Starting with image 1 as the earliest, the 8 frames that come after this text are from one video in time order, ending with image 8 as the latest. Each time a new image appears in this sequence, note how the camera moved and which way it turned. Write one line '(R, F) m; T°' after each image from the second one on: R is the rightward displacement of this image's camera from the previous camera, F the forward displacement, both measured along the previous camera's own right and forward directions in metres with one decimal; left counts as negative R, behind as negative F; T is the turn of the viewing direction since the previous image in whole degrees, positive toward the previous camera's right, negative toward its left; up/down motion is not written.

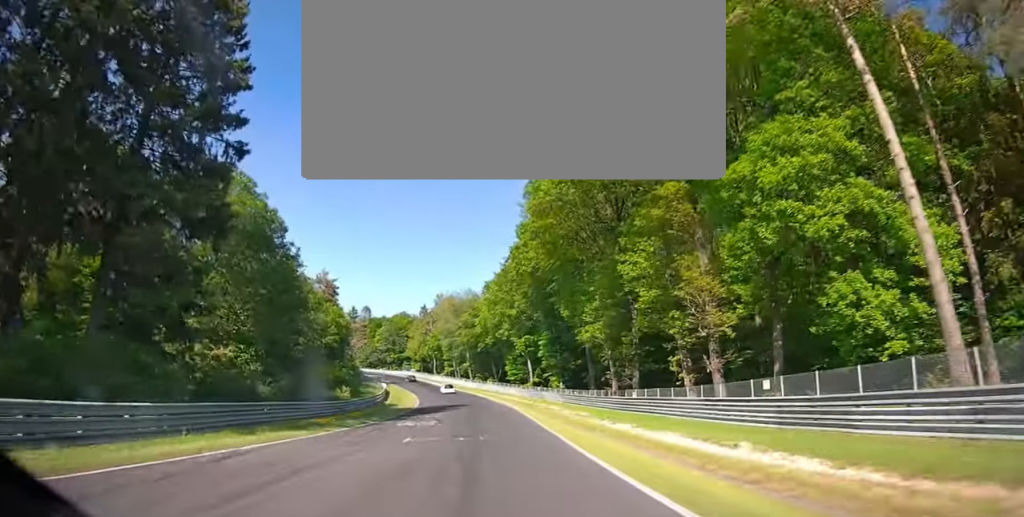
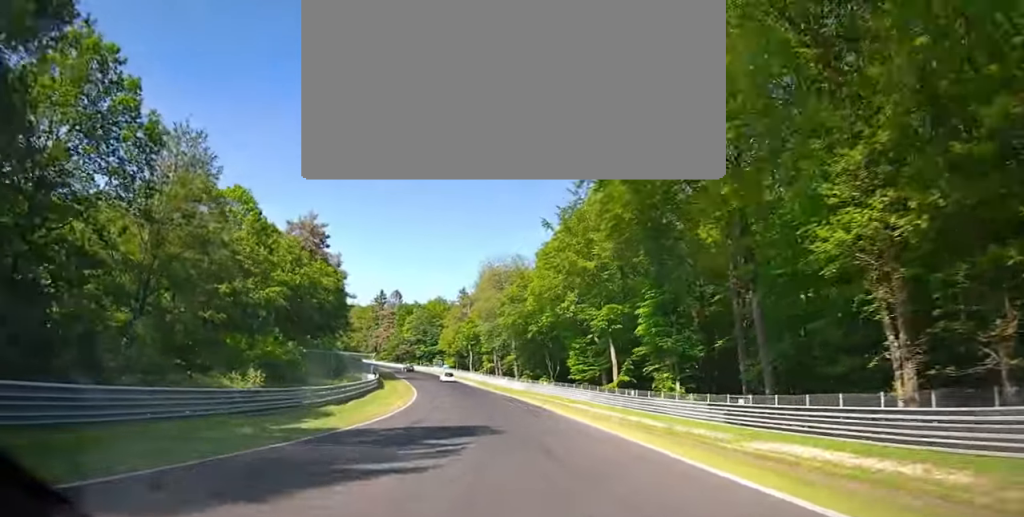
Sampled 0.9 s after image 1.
(-1.3, +31.8) m; -5°
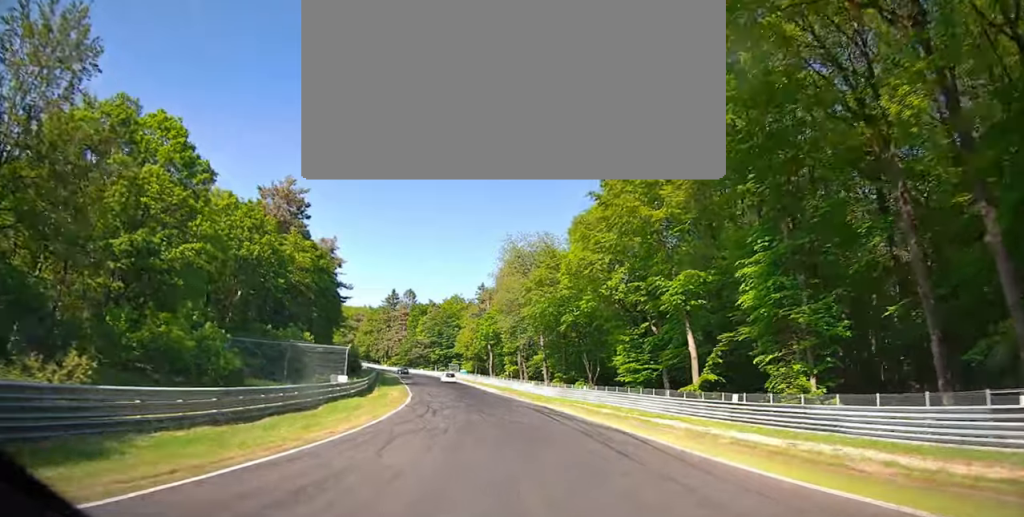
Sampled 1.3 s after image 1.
(0.0, +14.8) m; -3°
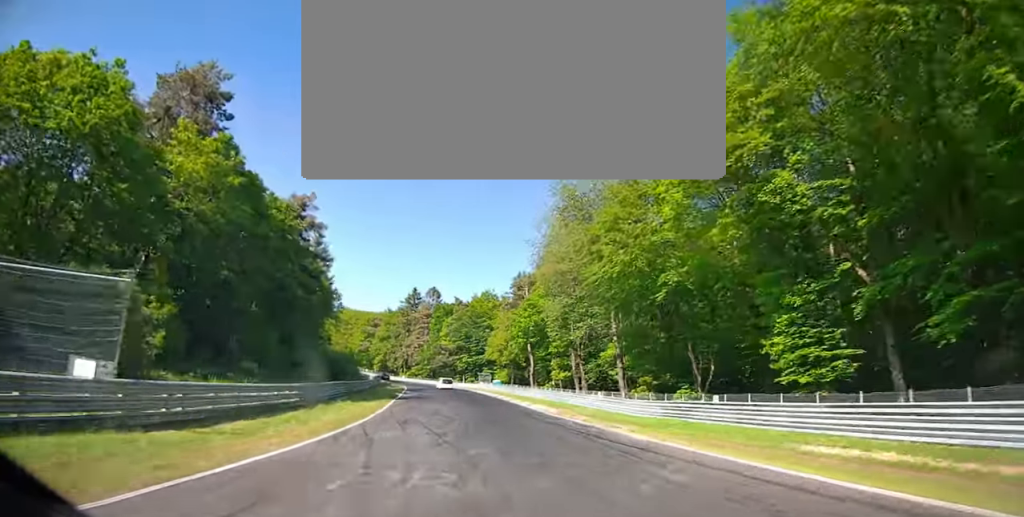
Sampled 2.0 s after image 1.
(-1.1, +24.3) m; -7°
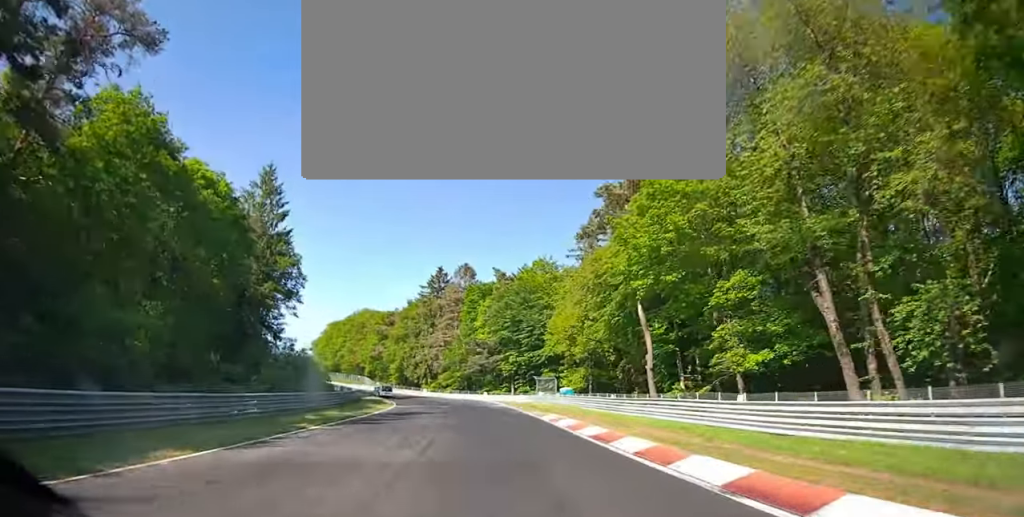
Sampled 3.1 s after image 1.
(-4.4, +39.7) m; -11°
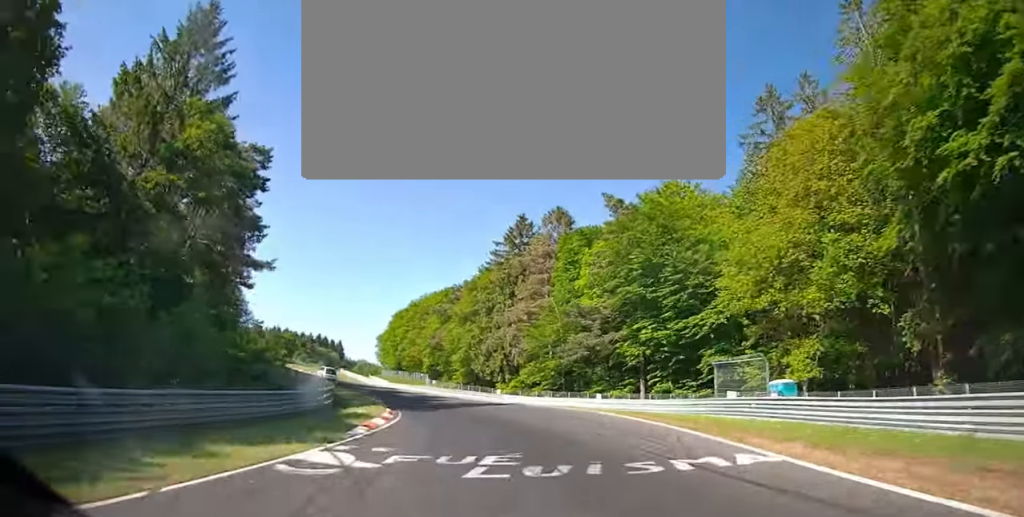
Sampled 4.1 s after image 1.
(-1.8, +33.1) m; -9°
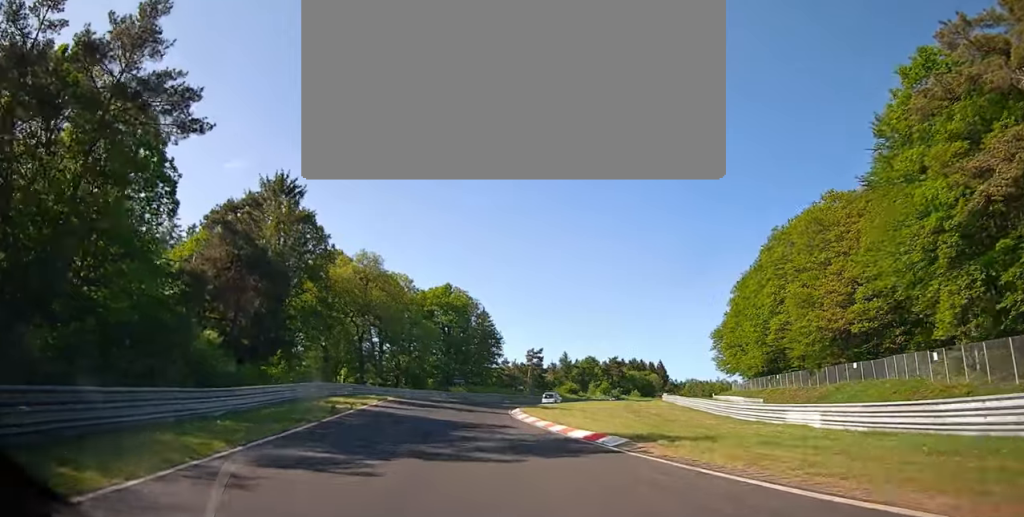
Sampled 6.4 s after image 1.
(-16.2, +65.8) m; -24°
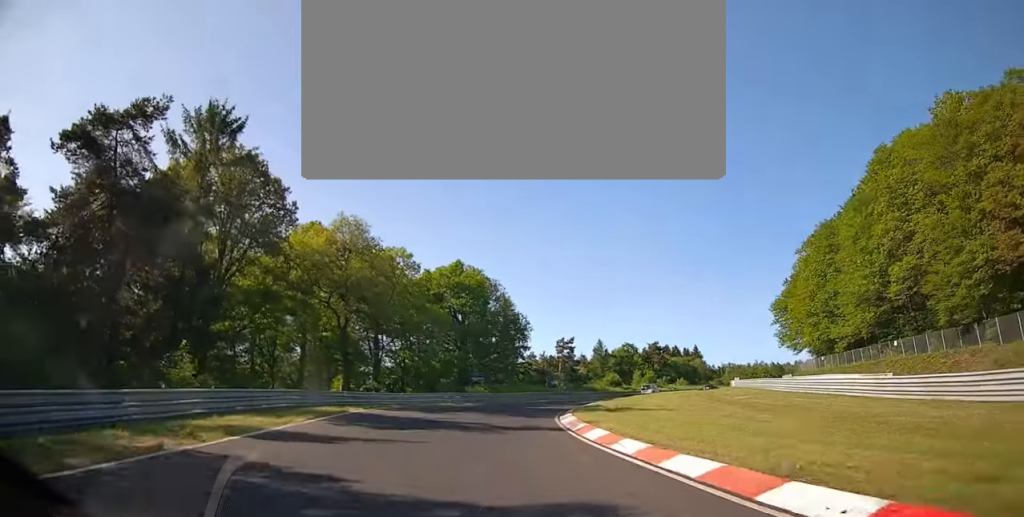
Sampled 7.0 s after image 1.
(-1.0, +17.6) m; -1°
